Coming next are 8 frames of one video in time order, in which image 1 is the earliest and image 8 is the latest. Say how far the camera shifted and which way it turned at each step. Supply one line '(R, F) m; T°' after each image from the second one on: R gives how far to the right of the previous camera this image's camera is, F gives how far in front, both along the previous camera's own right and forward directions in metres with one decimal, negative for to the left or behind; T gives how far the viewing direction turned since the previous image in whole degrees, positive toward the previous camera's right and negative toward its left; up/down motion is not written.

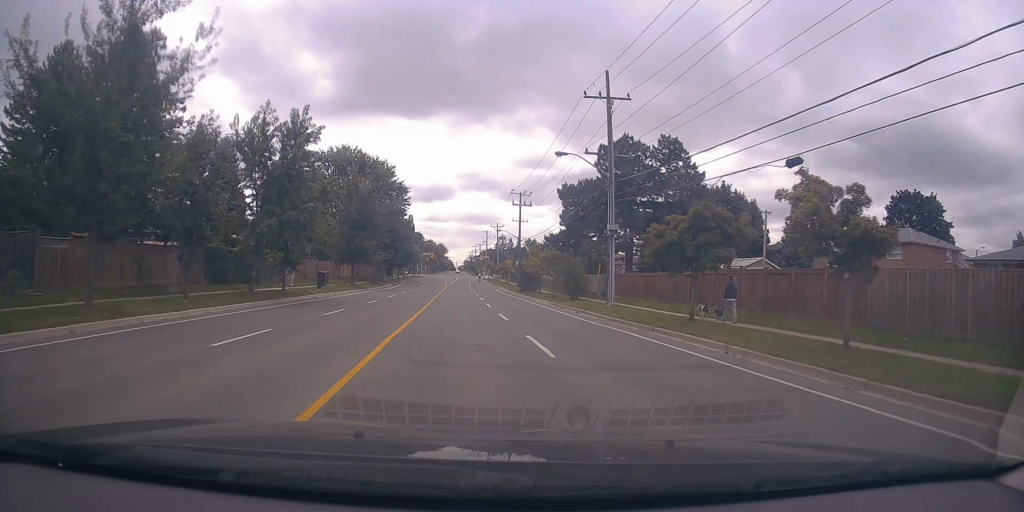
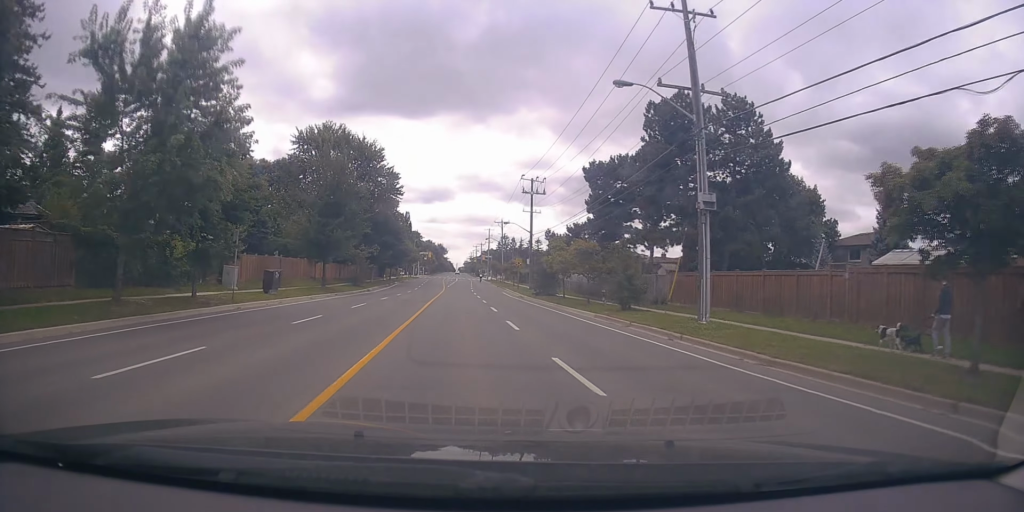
(-0.3, +12.7) m; 0°
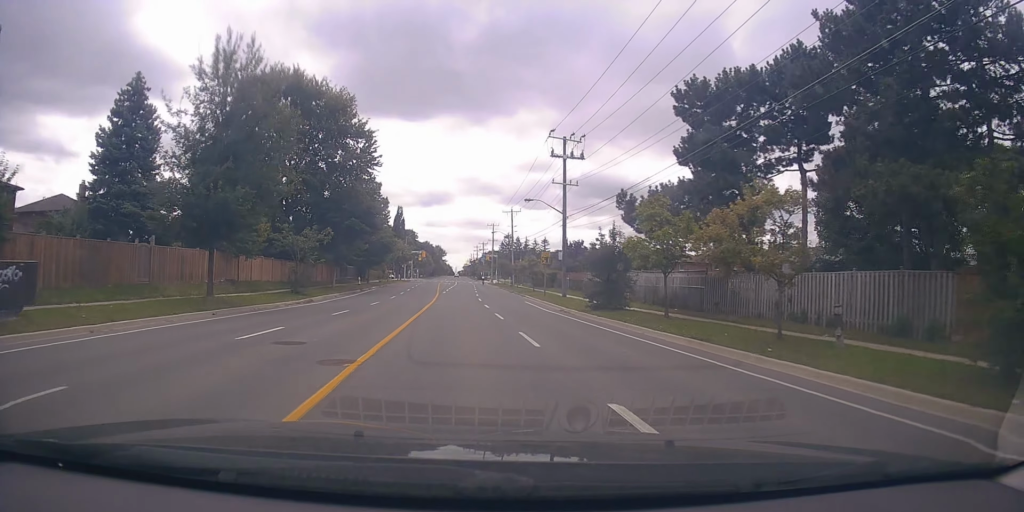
(+0.3, +22.0) m; +1°
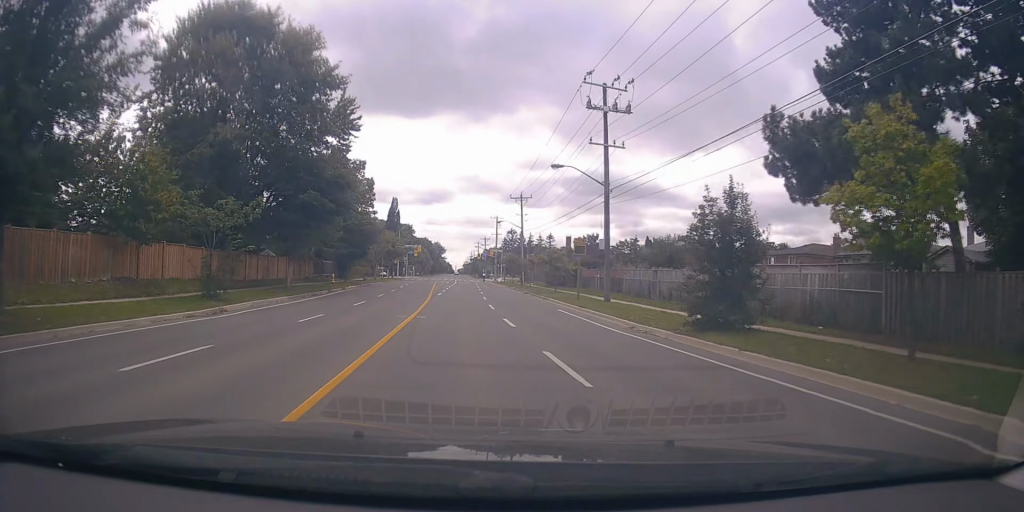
(-0.3, +13.7) m; 0°
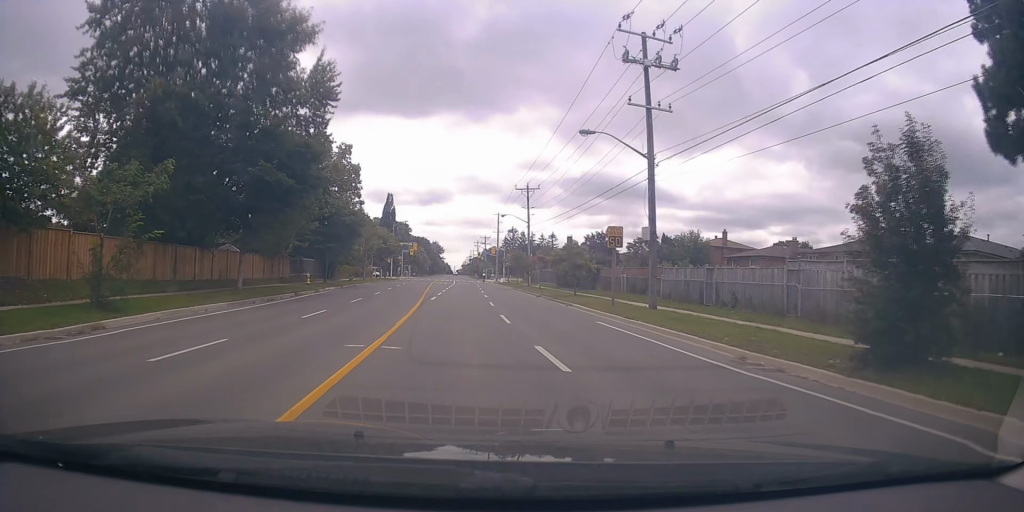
(+0.1, +8.2) m; +1°
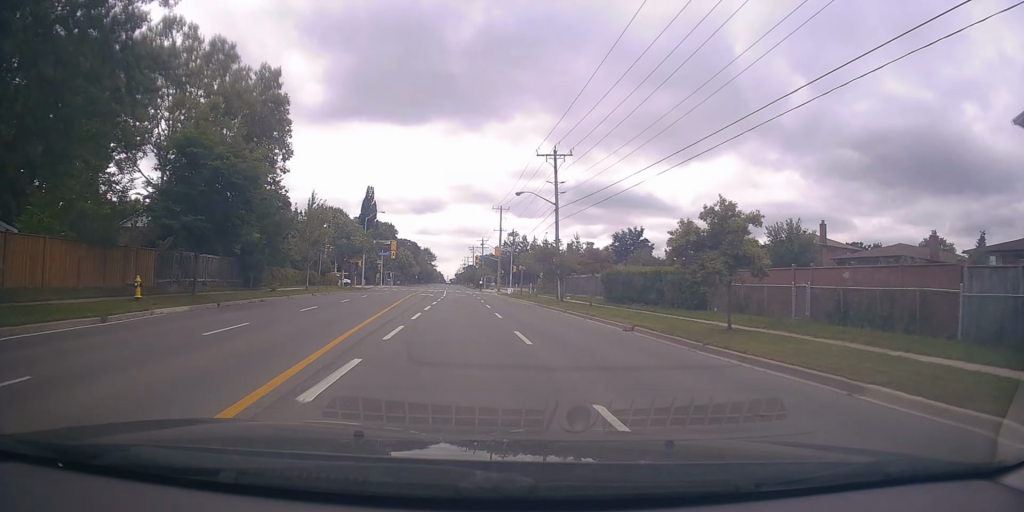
(+0.3, +23.3) m; 0°
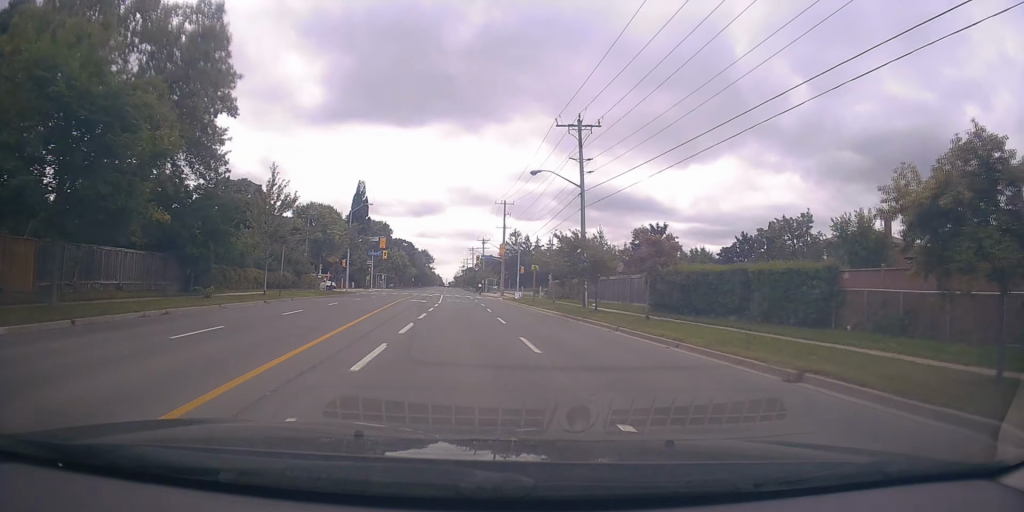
(0.0, +9.7) m; -1°
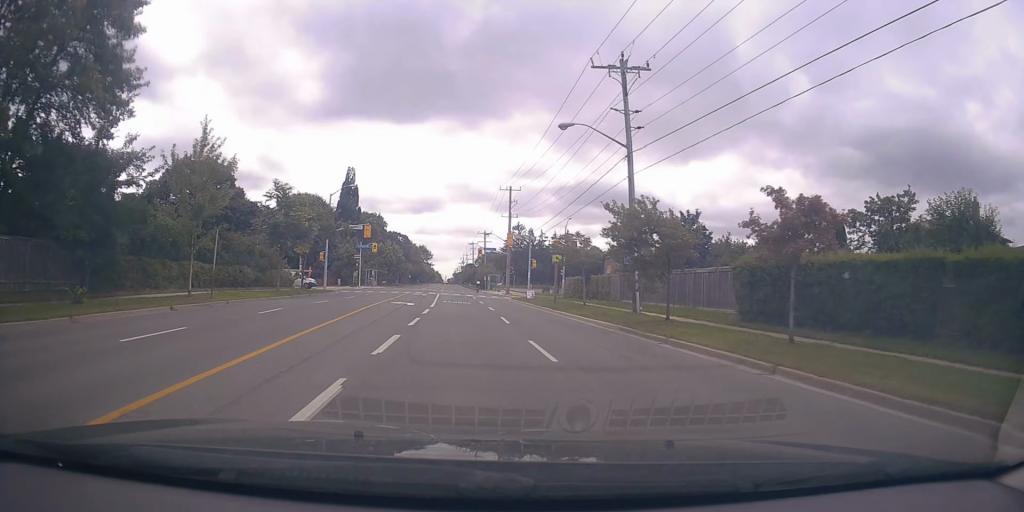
(-0.1, +10.3) m; 0°
